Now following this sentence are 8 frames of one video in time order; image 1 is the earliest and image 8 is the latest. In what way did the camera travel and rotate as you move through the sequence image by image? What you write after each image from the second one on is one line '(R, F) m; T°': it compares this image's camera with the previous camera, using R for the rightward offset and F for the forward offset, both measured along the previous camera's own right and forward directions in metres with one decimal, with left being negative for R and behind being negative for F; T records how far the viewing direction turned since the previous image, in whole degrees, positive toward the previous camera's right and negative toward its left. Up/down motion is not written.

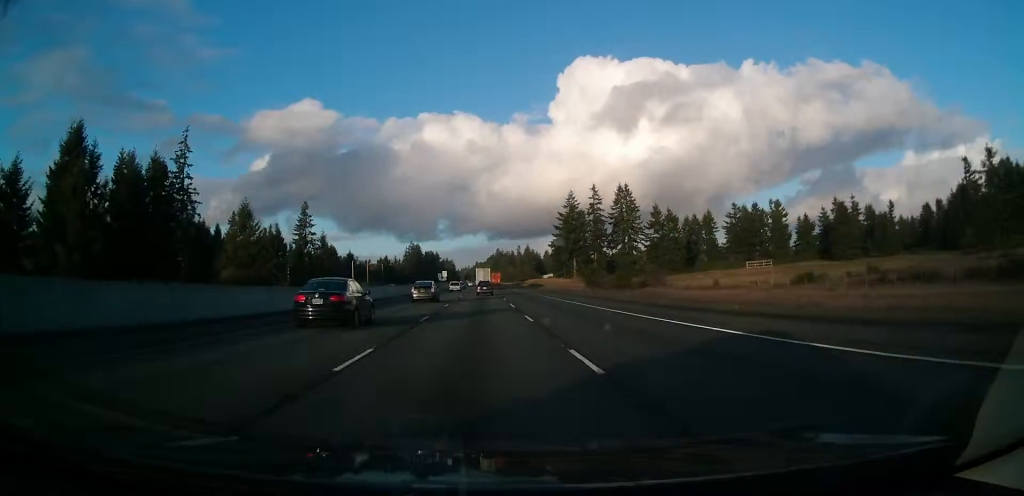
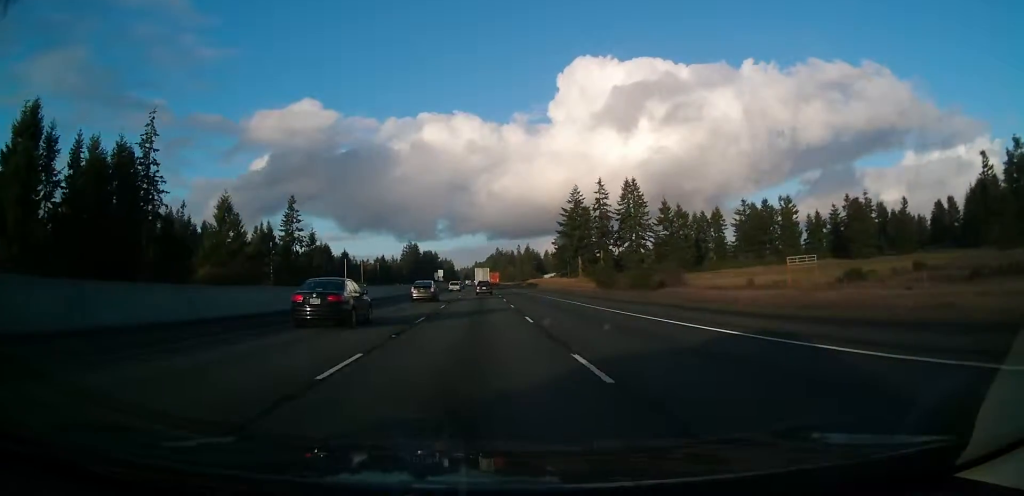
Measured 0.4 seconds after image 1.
(0.0, +13.0) m; 0°
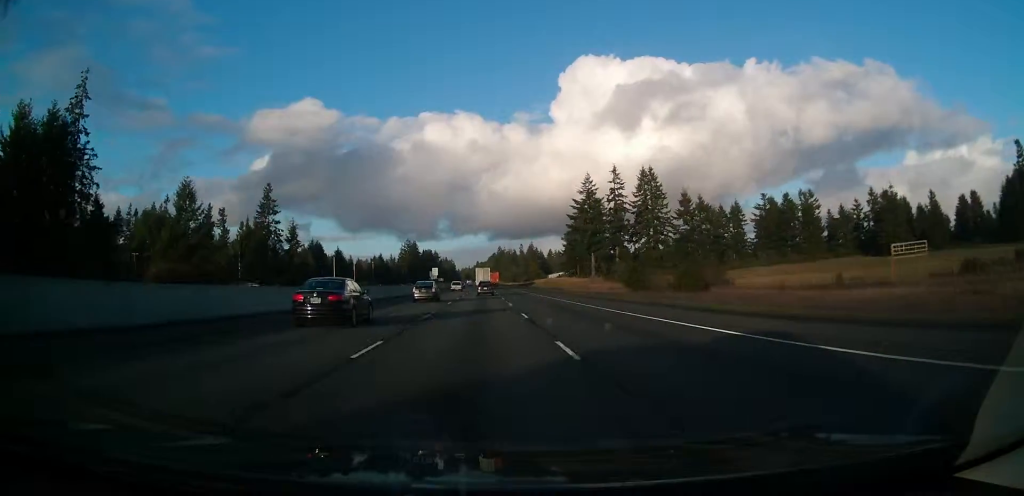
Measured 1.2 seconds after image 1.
(+0.1, +21.9) m; 0°
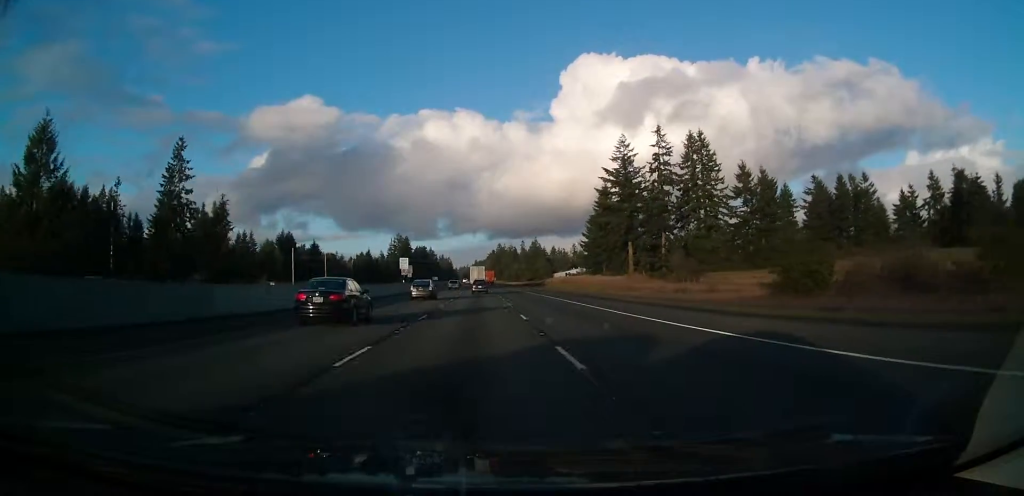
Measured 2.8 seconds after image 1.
(-0.1, +49.6) m; -1°
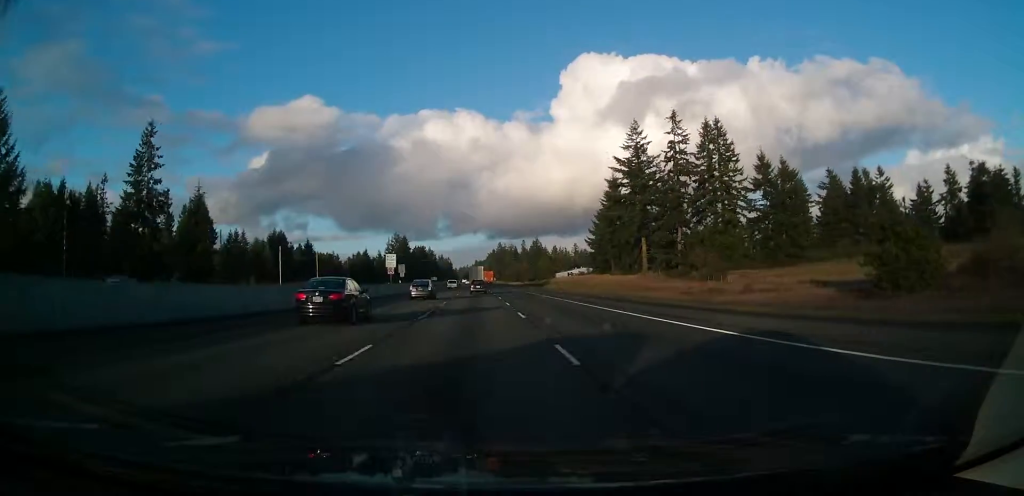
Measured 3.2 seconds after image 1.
(-0.1, +11.9) m; 0°
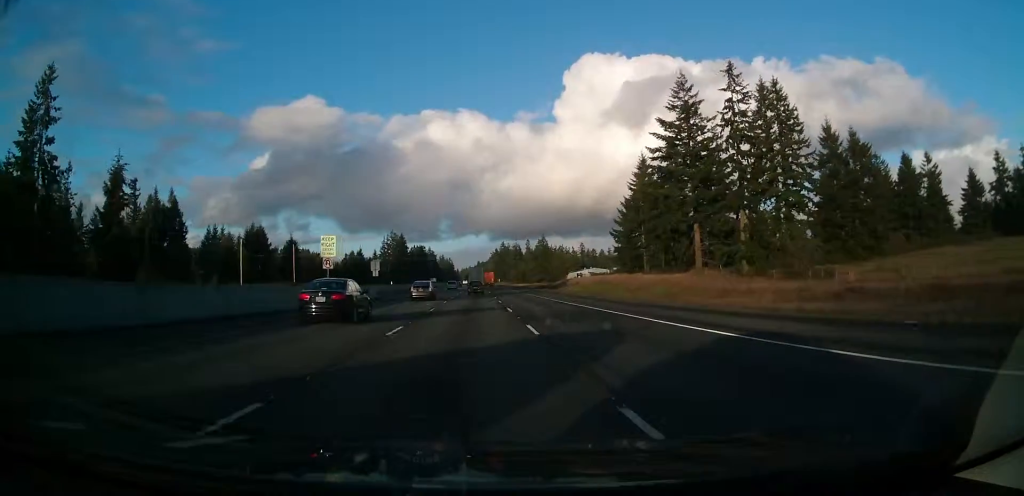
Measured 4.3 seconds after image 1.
(-0.1, +30.7) m; 0°
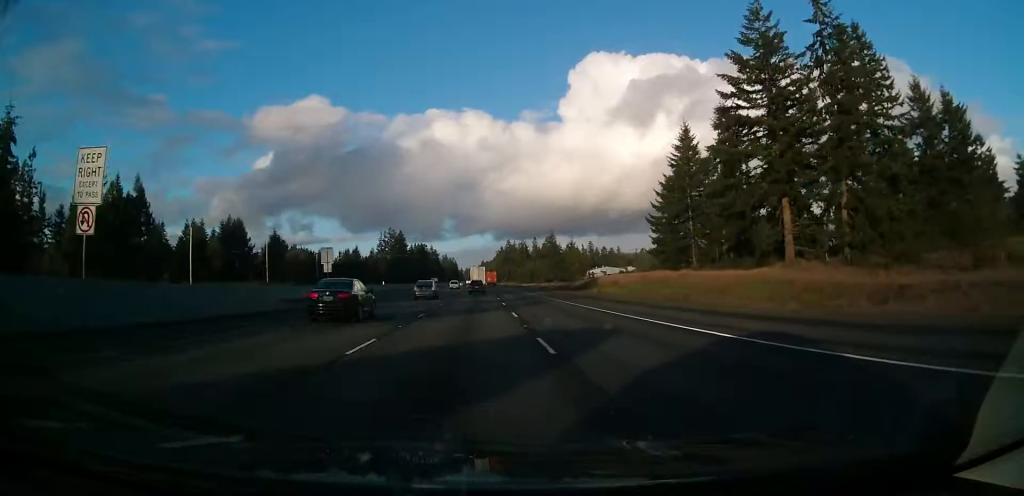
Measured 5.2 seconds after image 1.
(+0.1, +28.6) m; 0°
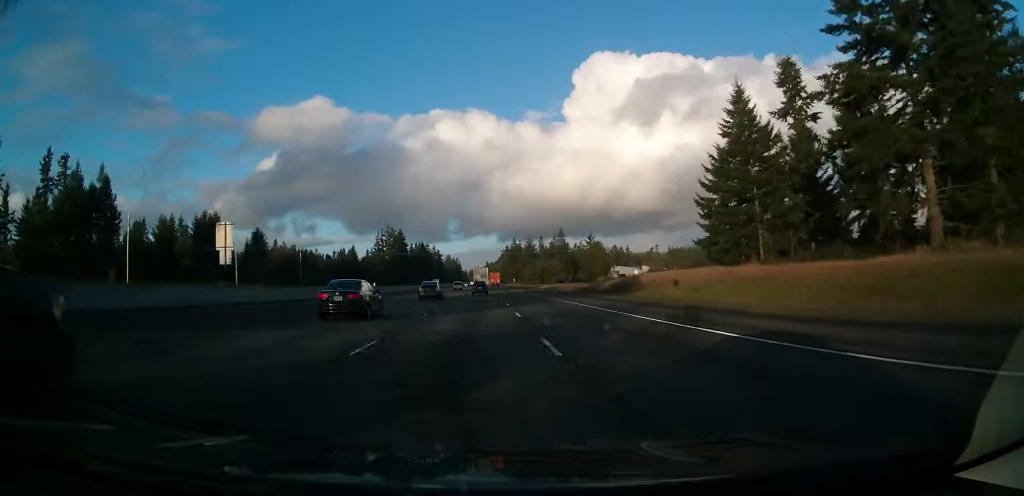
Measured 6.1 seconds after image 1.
(+0.1, +24.4) m; 0°
